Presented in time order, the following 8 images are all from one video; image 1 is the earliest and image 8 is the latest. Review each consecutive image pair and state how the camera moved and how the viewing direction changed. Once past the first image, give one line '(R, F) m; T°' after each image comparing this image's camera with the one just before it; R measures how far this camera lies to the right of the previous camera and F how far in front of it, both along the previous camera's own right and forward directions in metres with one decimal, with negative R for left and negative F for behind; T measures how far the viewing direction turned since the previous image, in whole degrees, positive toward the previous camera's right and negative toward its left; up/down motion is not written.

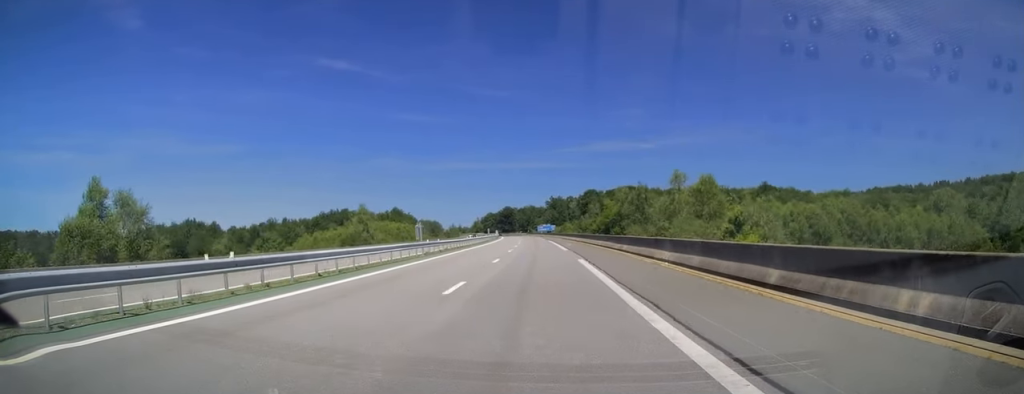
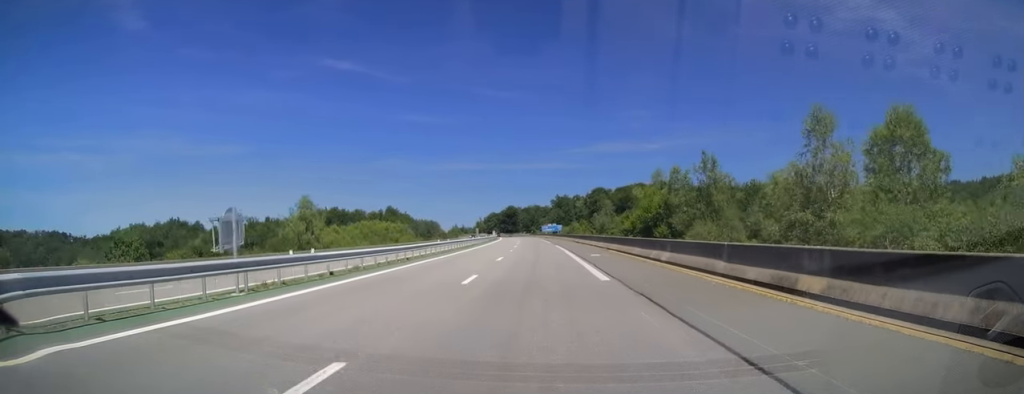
(-0.1, +23.1) m; 0°
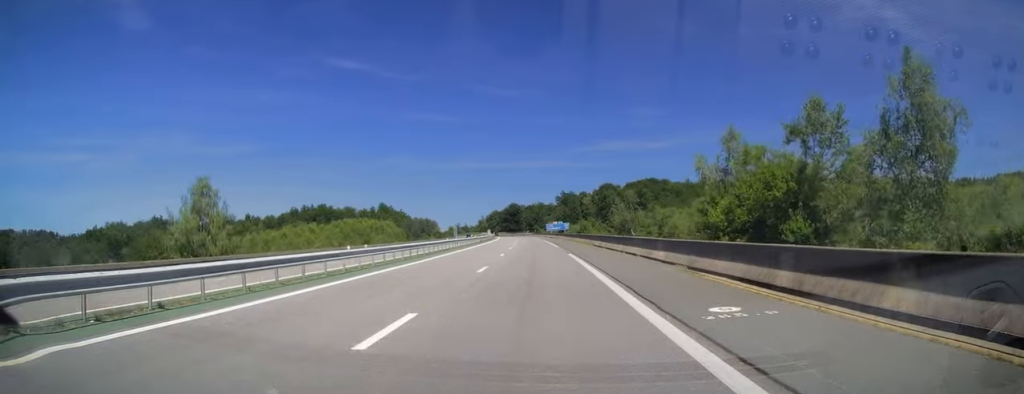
(+0.1, +22.1) m; 0°
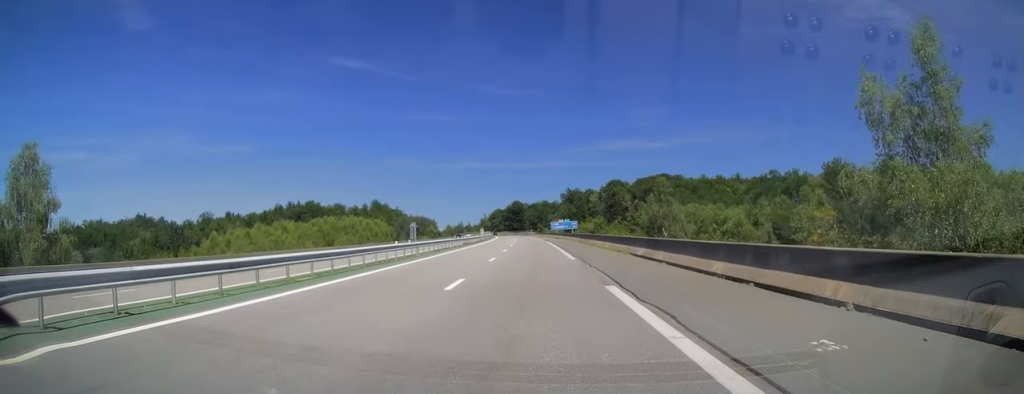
(-0.2, +19.1) m; -1°
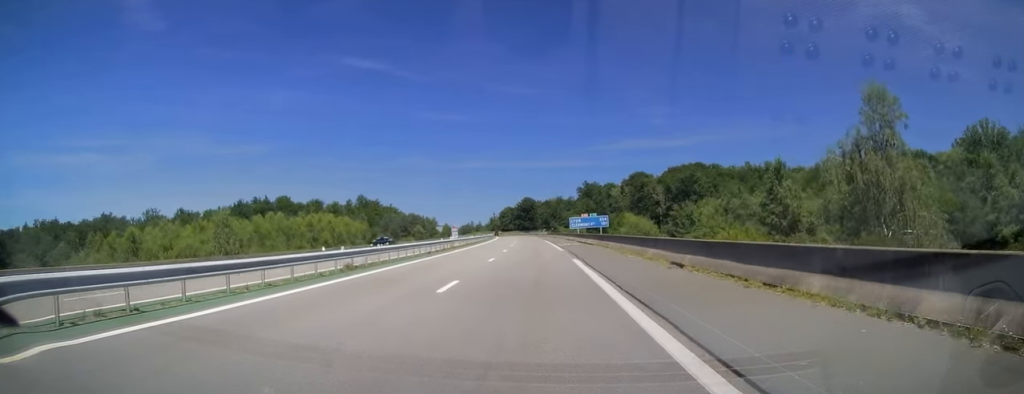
(-0.3, +39.7) m; -1°
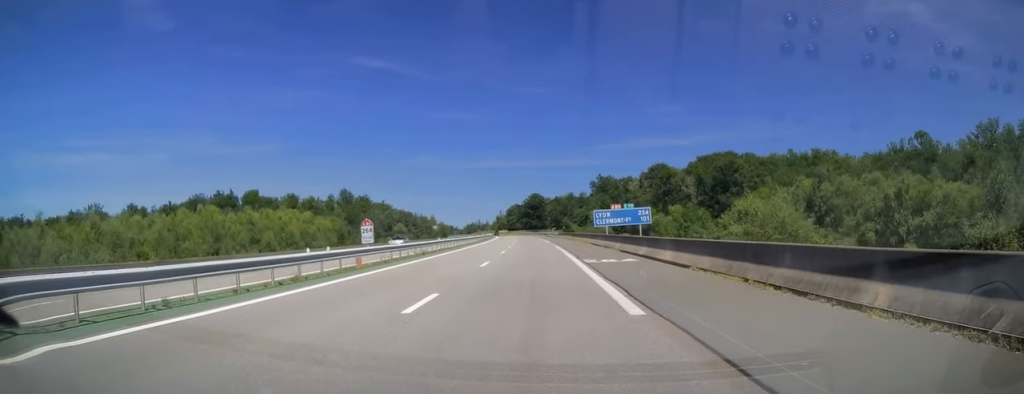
(-0.2, +29.6) m; -1°
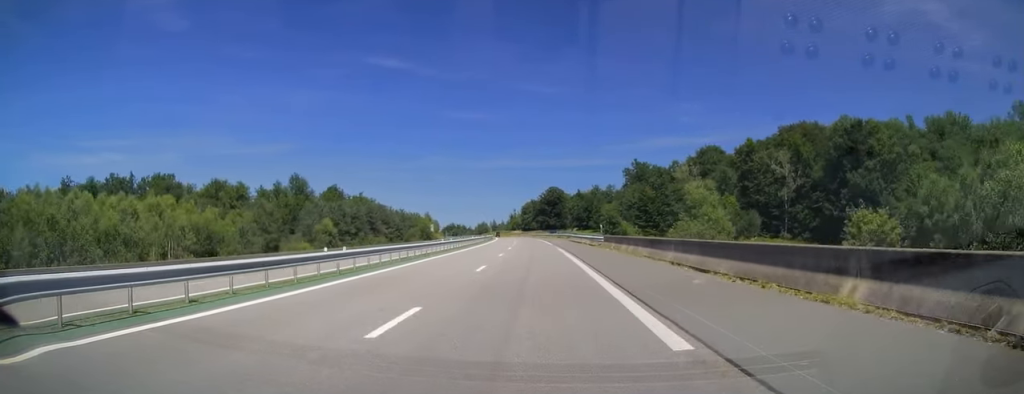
(-1.0, +54.7) m; -2°
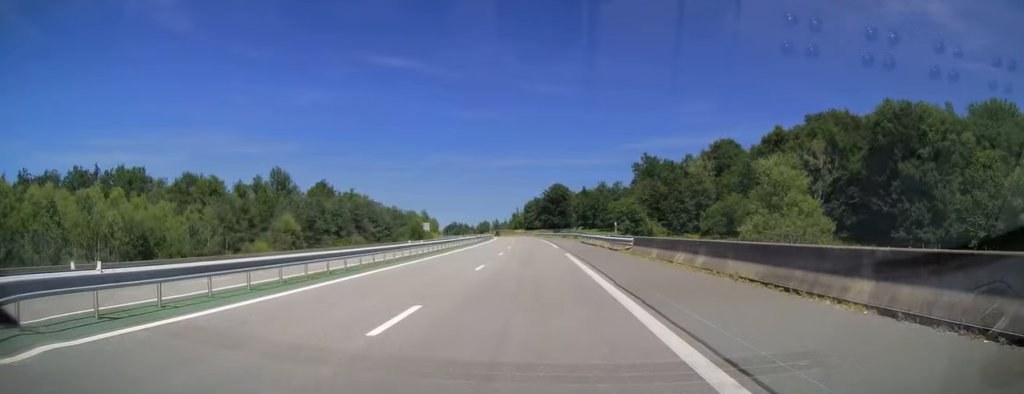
(-0.1, +13.1) m; 0°
